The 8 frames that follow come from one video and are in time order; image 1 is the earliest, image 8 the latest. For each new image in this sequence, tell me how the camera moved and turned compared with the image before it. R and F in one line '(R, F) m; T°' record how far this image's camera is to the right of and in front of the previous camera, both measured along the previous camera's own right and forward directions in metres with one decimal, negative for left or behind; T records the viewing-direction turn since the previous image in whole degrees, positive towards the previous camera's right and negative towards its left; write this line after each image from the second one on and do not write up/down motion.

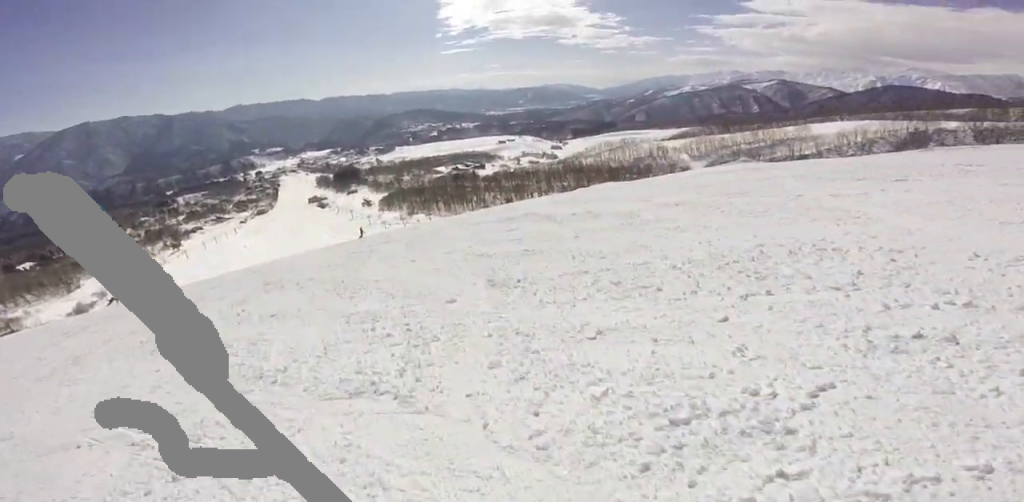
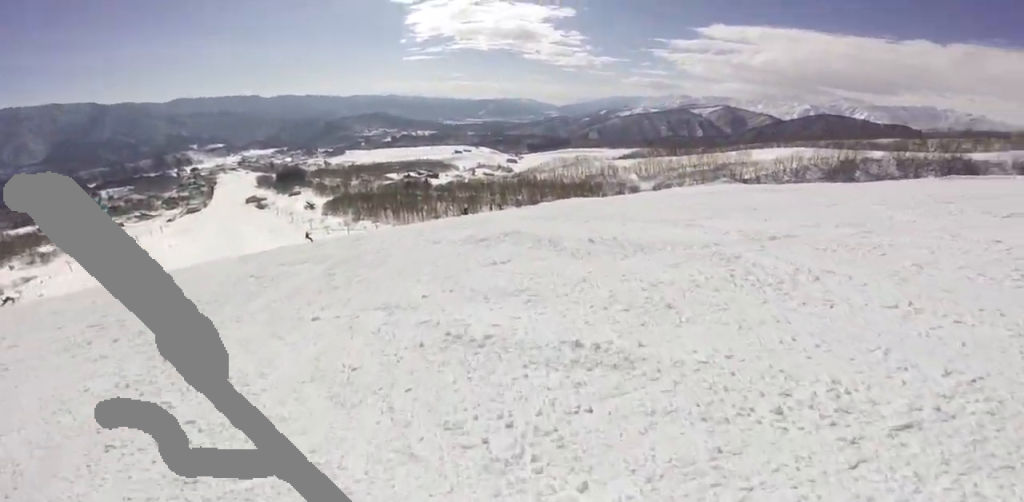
(+1.1, +4.0) m; +23°
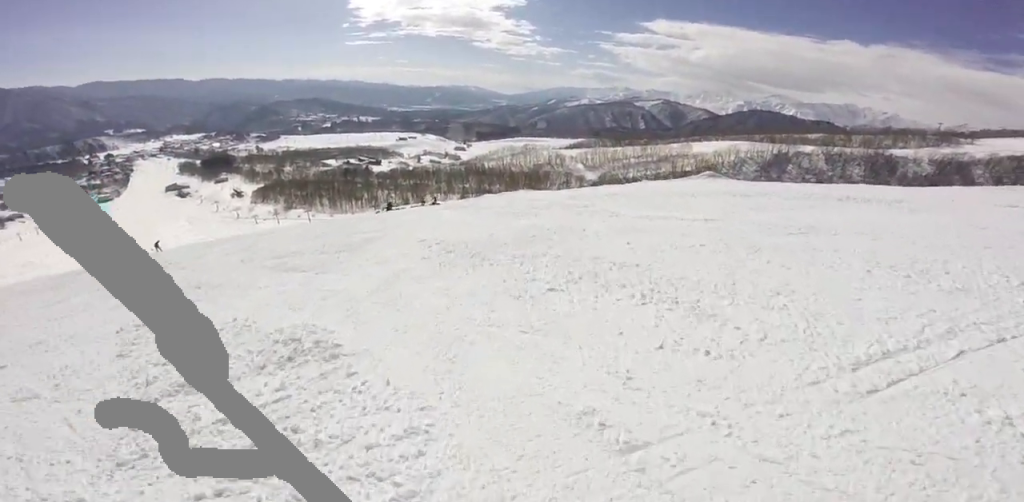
(+1.8, +7.8) m; +22°
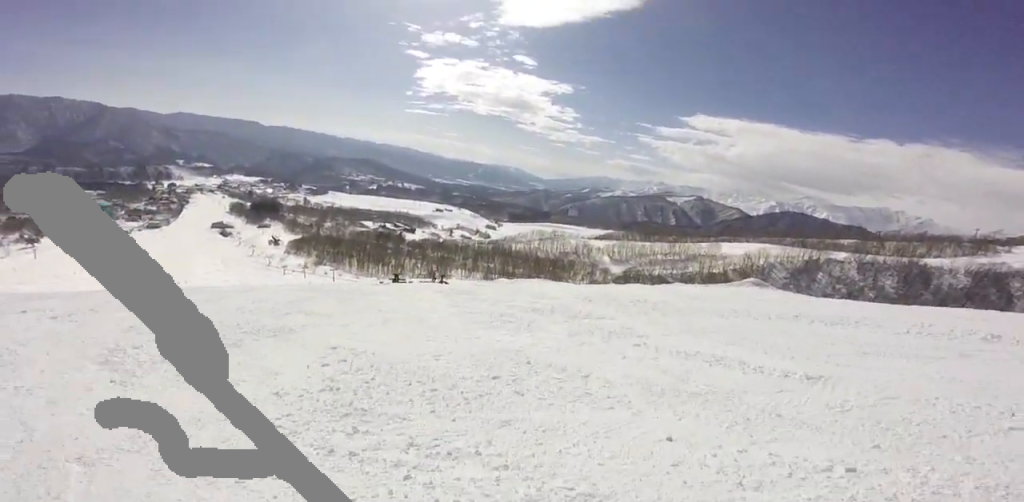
(+0.6, +4.1) m; 0°
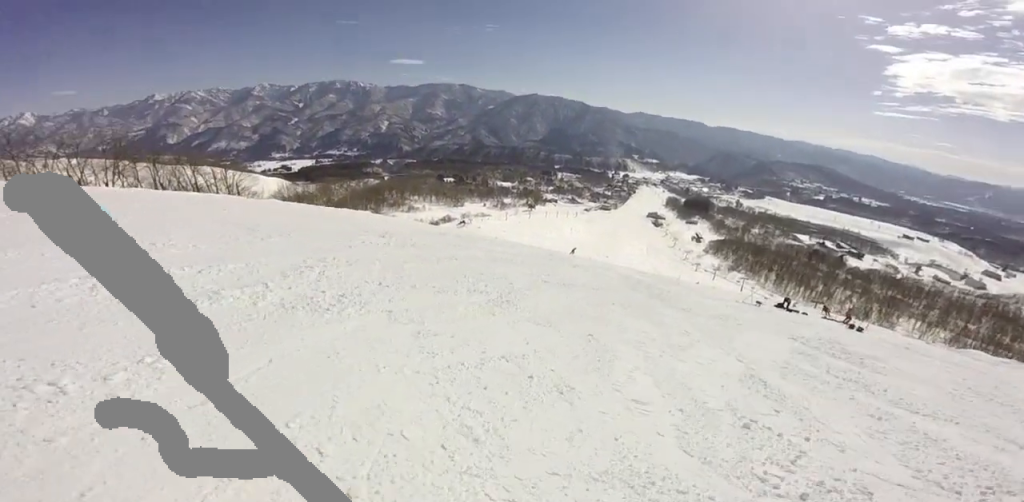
(-2.7, +6.0) m; -46°
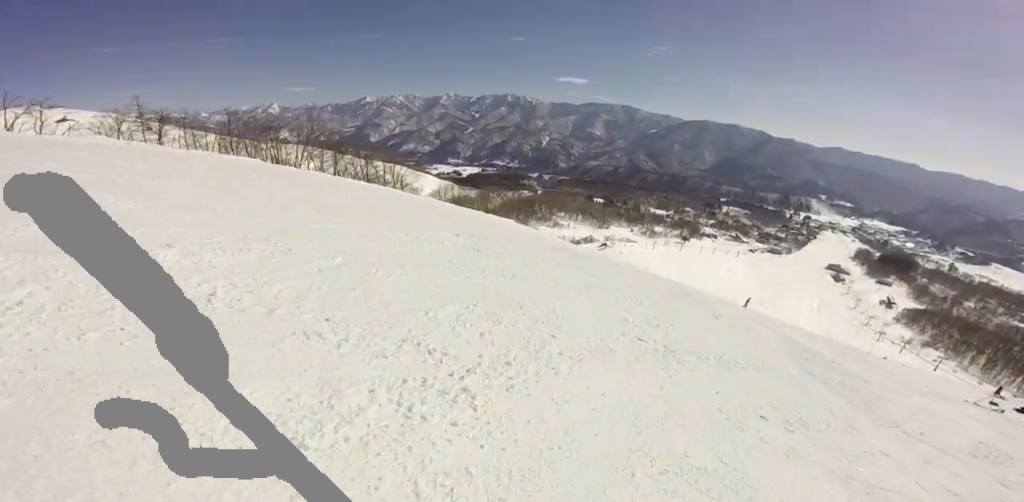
(-0.7, +3.9) m; -25°
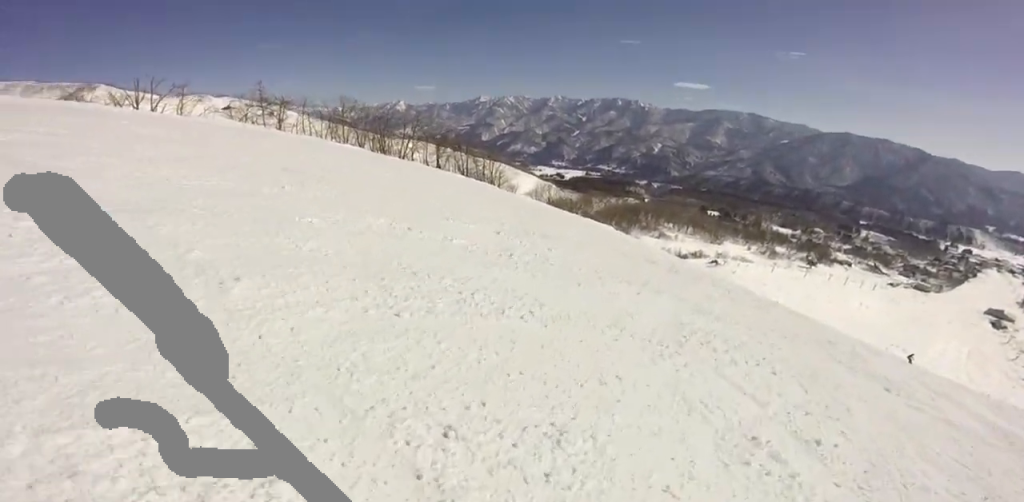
(-0.5, +3.0) m; -18°
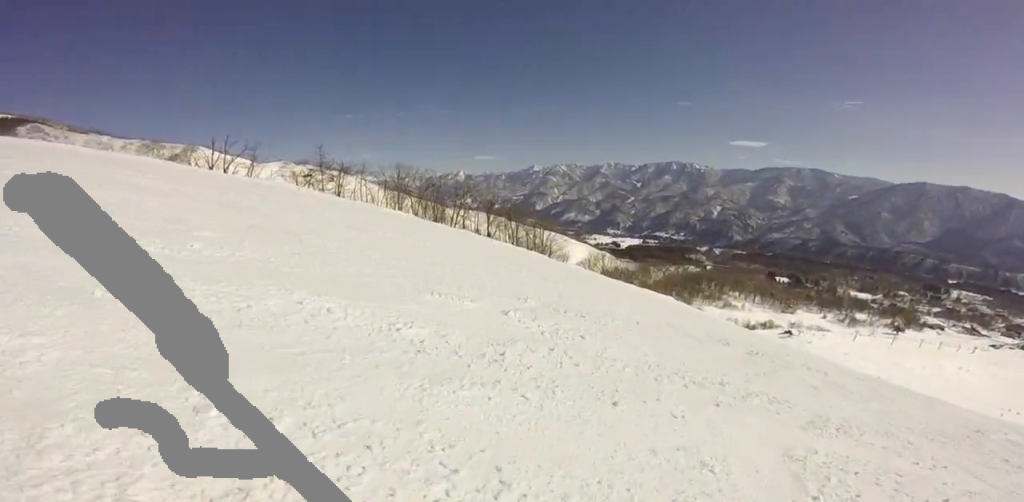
(-0.5, +2.4) m; -12°
